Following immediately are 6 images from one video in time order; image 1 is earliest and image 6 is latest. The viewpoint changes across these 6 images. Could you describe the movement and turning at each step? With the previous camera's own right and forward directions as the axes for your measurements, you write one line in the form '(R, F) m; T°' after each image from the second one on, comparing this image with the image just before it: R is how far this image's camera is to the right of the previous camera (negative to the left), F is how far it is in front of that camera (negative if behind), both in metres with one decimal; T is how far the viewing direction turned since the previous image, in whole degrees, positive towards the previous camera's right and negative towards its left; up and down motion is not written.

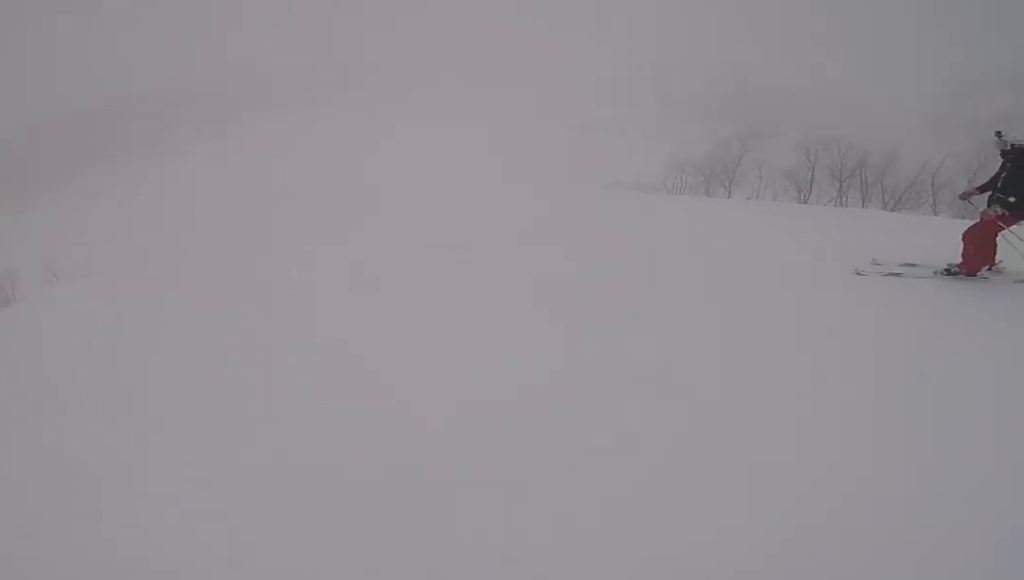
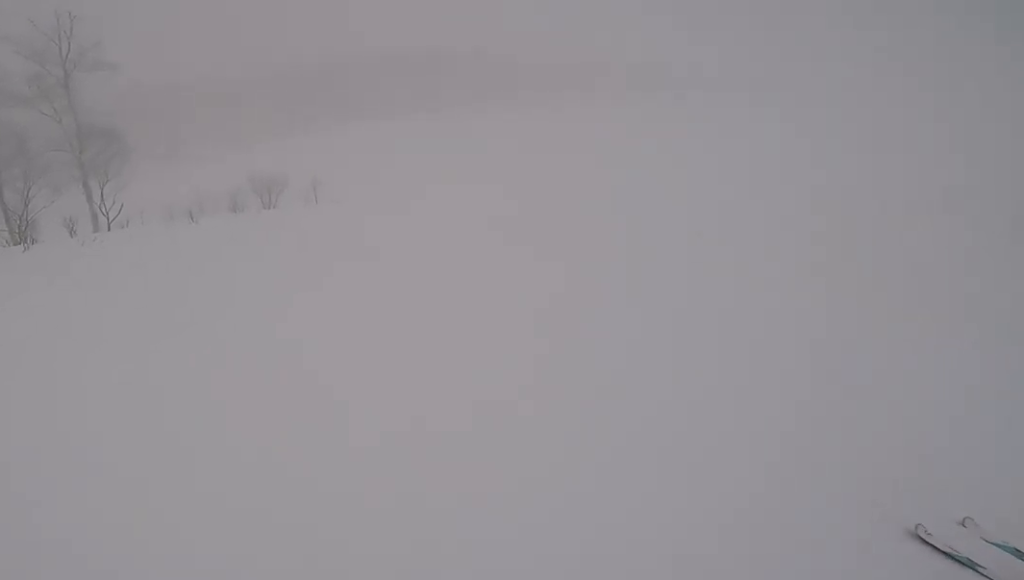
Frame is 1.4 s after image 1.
(-1.3, +5.0) m; -11°
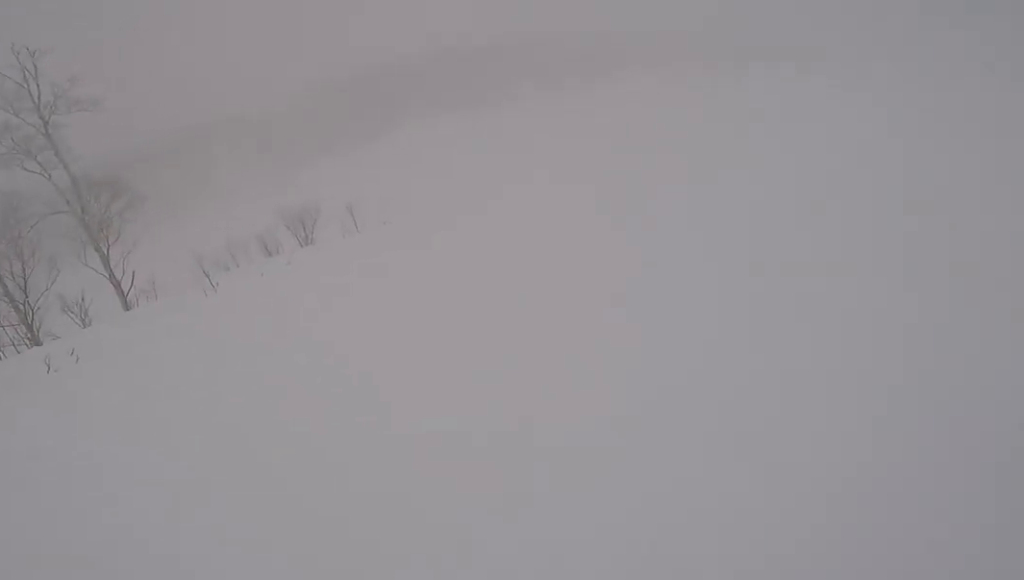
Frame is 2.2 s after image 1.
(0.0, +3.2) m; +9°
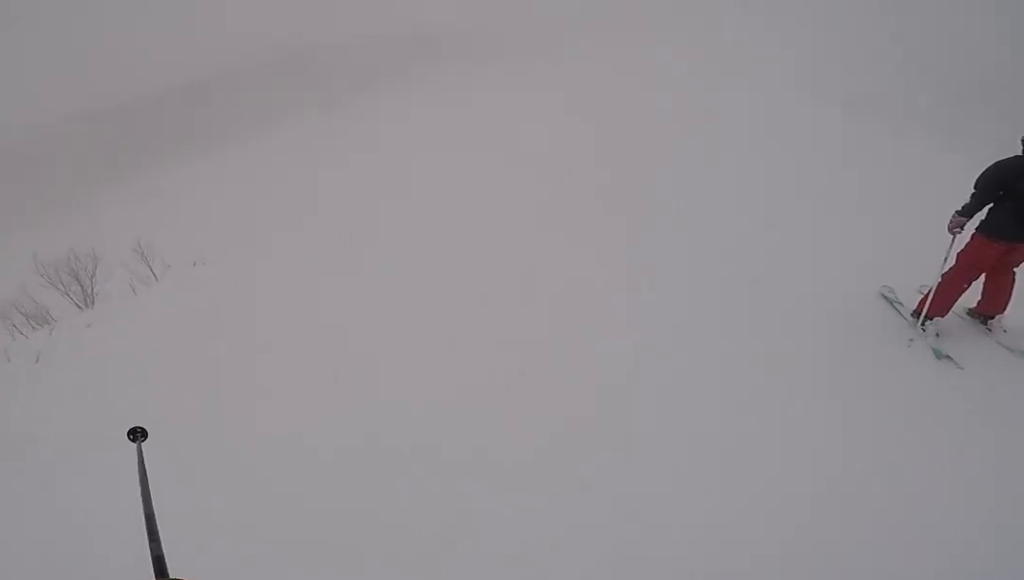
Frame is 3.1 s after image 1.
(+0.4, +3.9) m; +20°
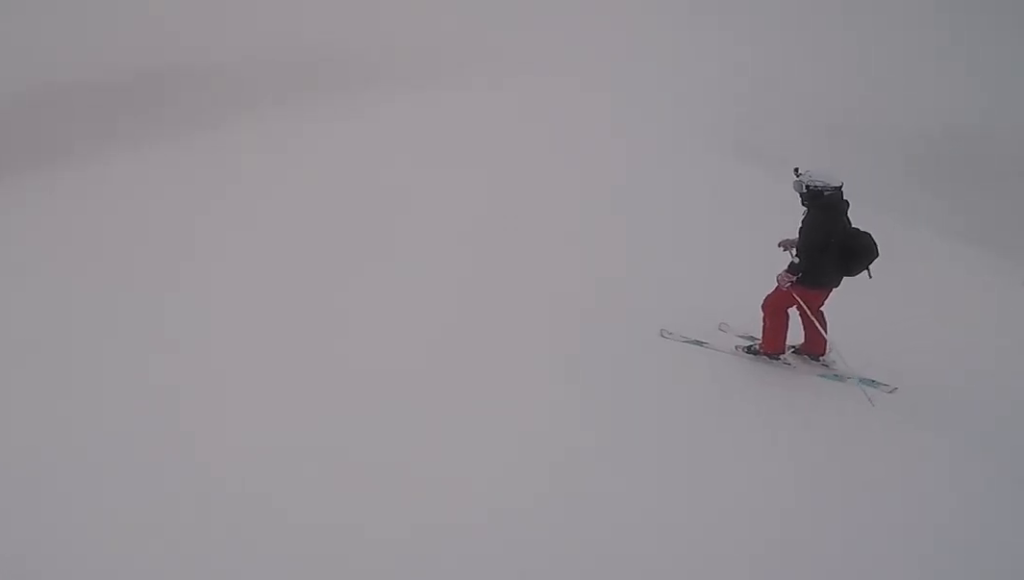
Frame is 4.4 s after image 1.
(+0.4, +5.3) m; -10°
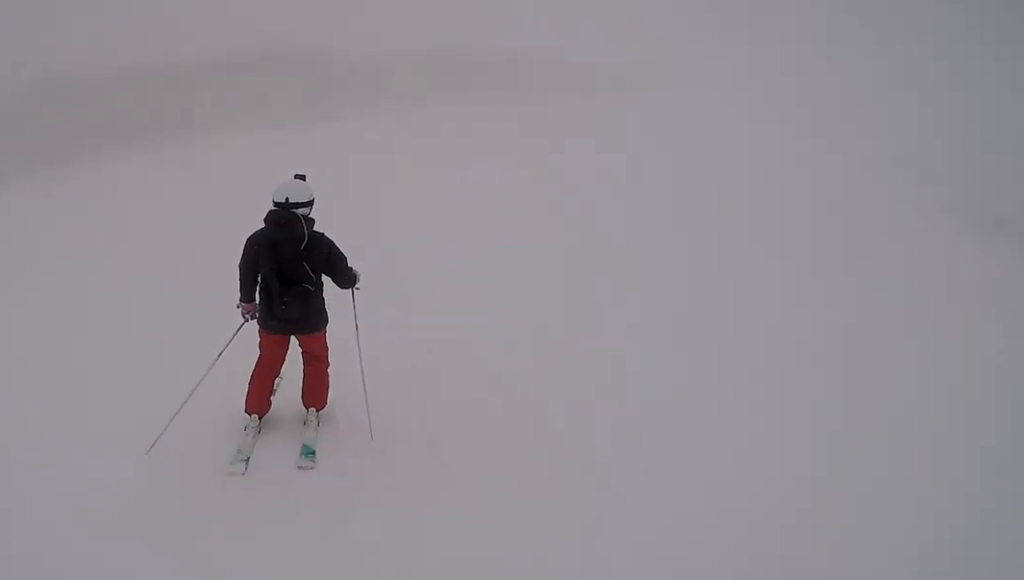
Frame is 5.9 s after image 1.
(-1.1, +6.9) m; -24°
